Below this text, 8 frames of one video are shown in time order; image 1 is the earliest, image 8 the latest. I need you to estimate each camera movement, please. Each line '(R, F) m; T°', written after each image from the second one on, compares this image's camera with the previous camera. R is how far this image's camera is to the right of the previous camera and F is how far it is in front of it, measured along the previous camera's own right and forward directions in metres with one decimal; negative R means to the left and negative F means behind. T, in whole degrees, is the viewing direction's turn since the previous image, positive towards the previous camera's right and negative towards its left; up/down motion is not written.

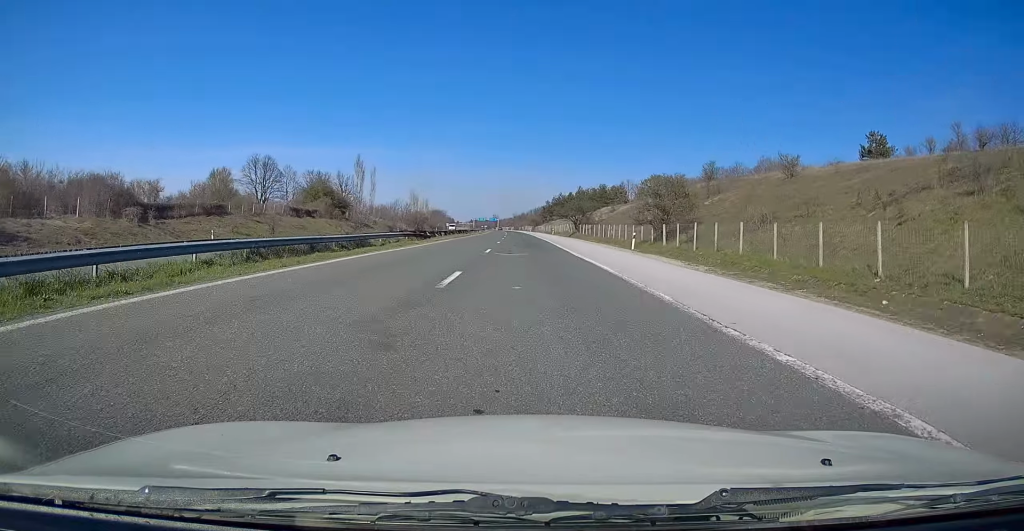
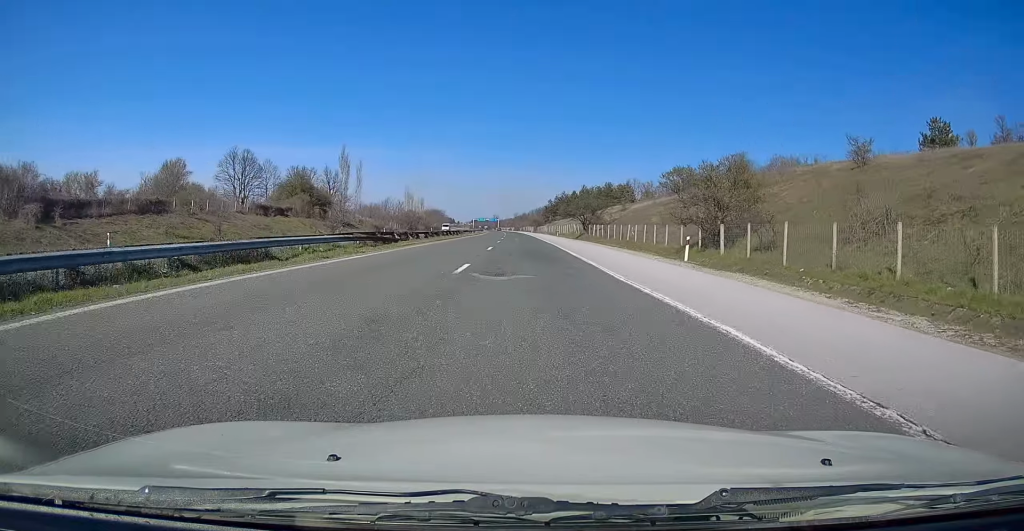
(0.0, +12.4) m; 0°
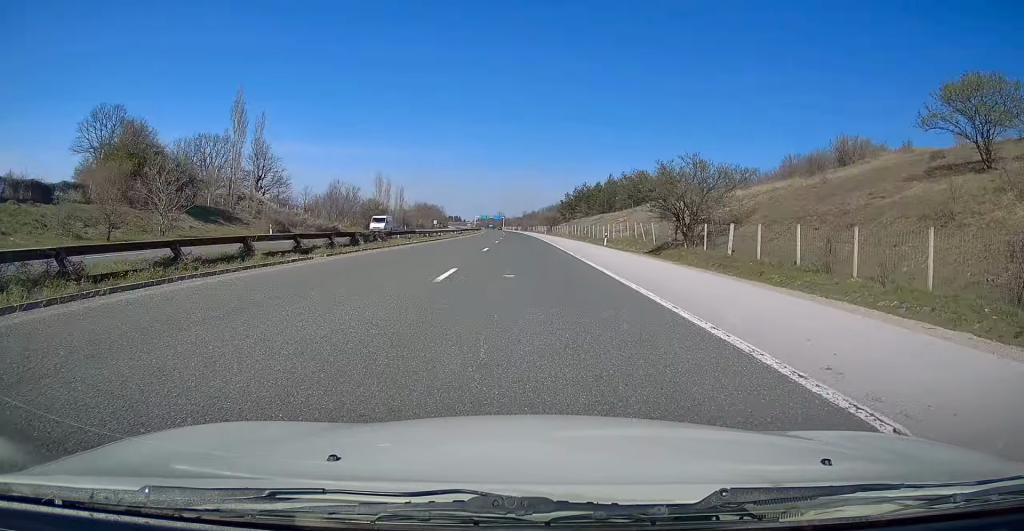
(-0.8, +50.7) m; -1°
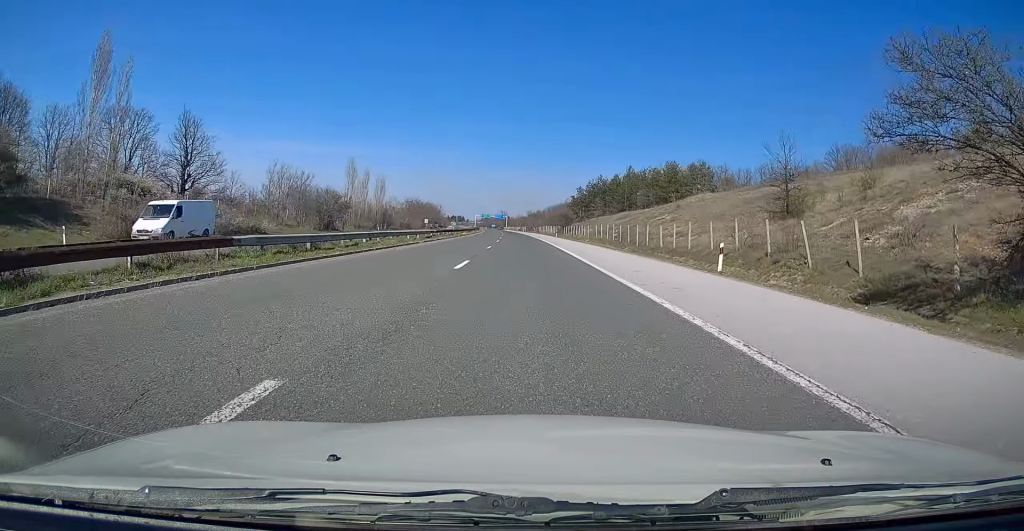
(0.0, +27.9) m; -1°
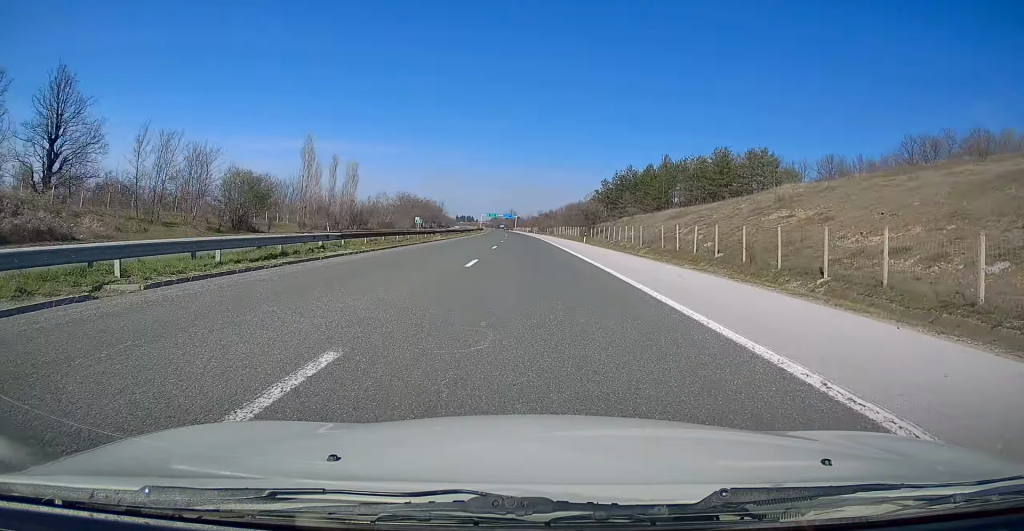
(-0.4, +31.0) m; -1°
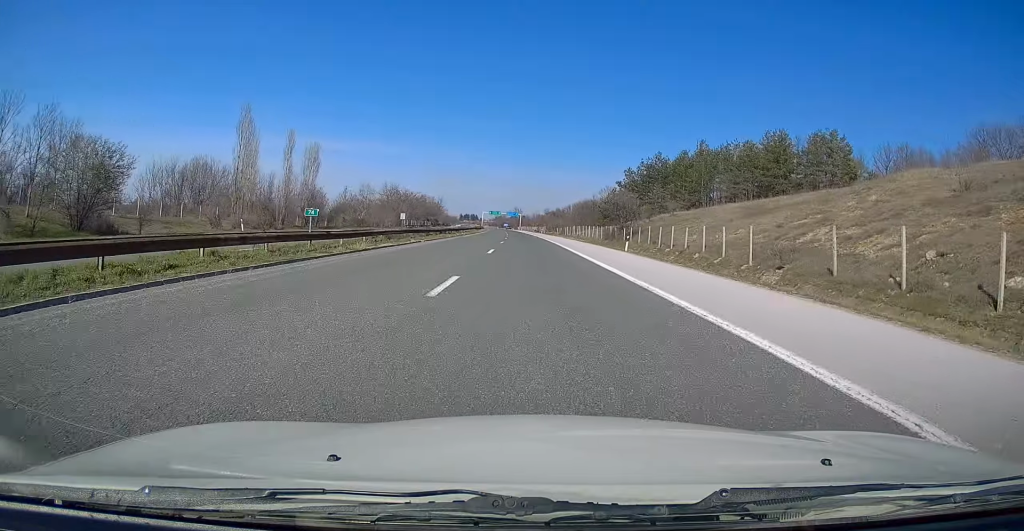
(0.0, +23.8) m; 0°
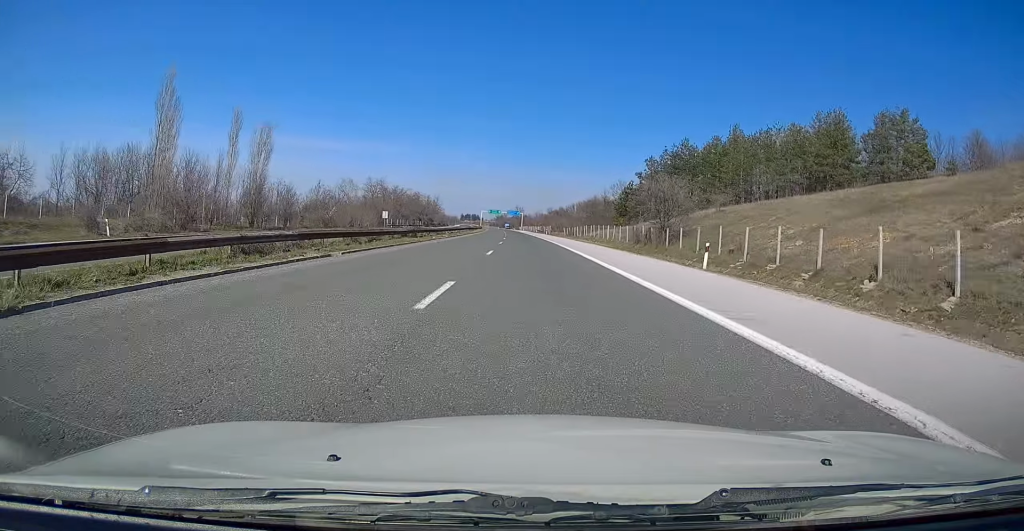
(+0.2, +17.5) m; 0°
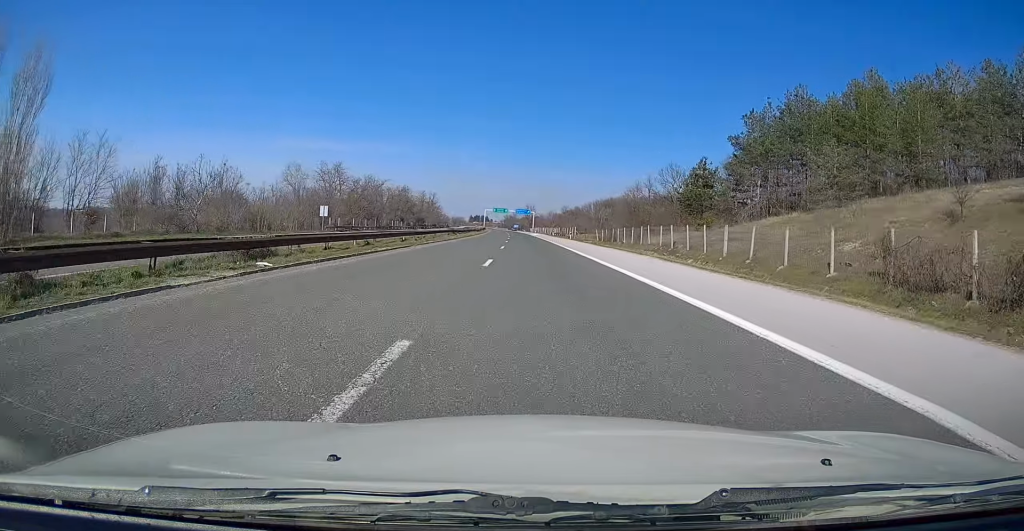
(-0.5, +38.2) m; -1°
